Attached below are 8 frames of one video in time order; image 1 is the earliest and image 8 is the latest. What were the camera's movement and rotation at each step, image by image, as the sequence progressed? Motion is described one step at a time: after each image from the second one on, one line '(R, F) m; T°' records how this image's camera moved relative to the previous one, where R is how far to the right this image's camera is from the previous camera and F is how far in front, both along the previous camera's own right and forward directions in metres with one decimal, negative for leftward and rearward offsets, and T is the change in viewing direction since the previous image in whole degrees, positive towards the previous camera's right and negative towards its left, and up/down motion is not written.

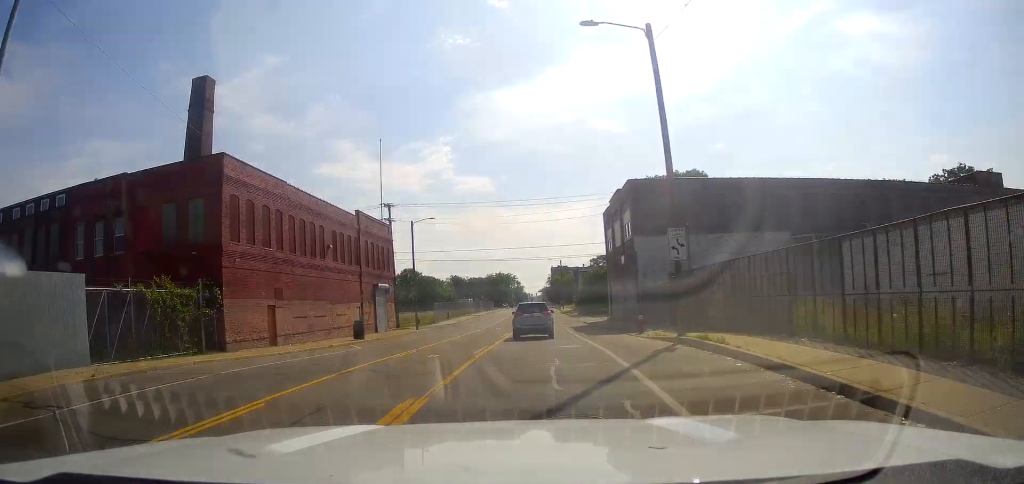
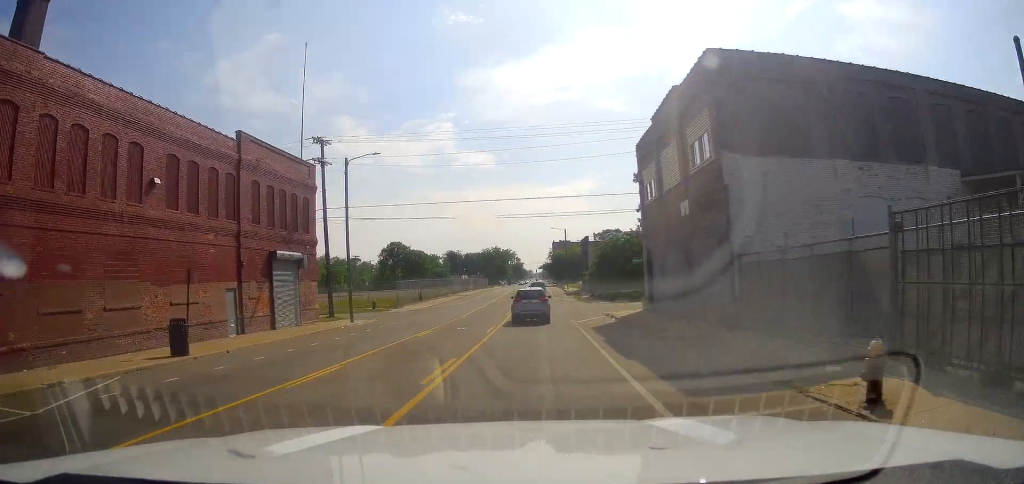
(-0.2, +20.0) m; -2°
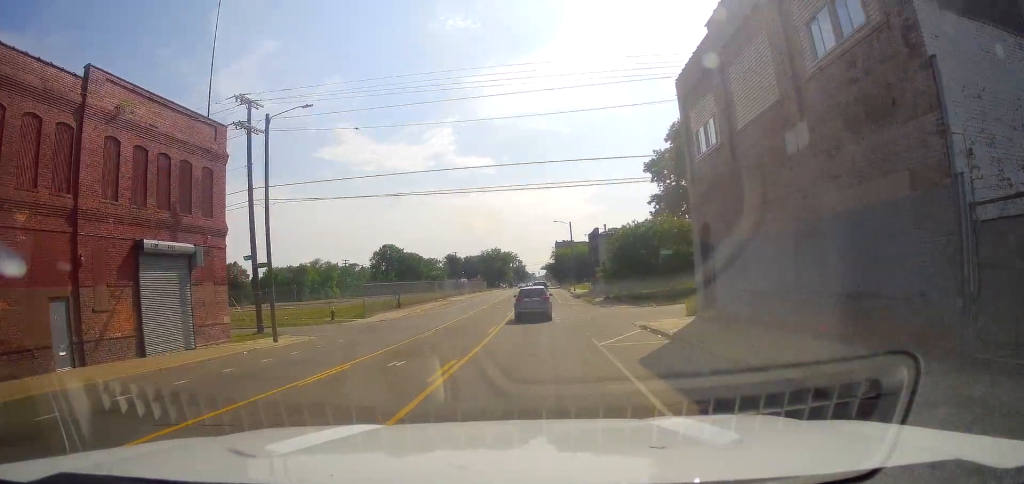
(-0.2, +11.8) m; +1°
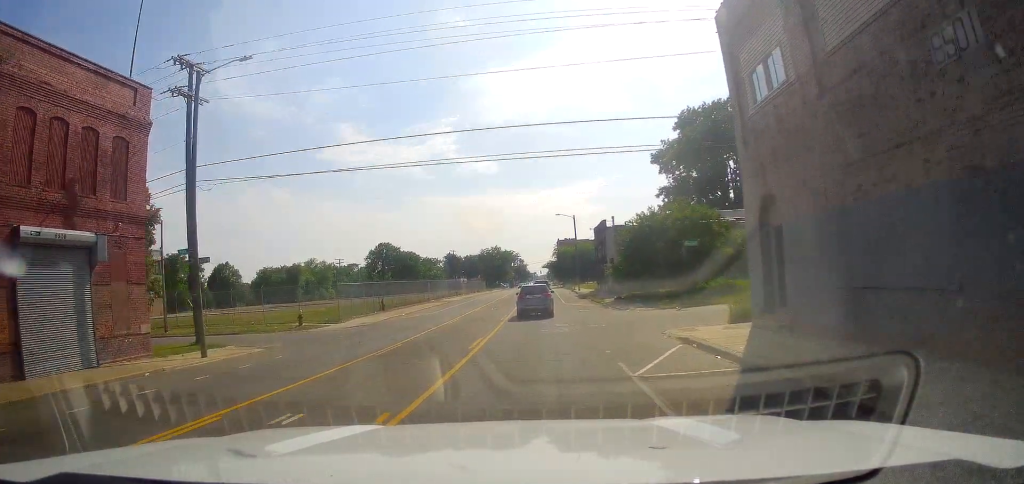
(+0.2, +6.4) m; +1°
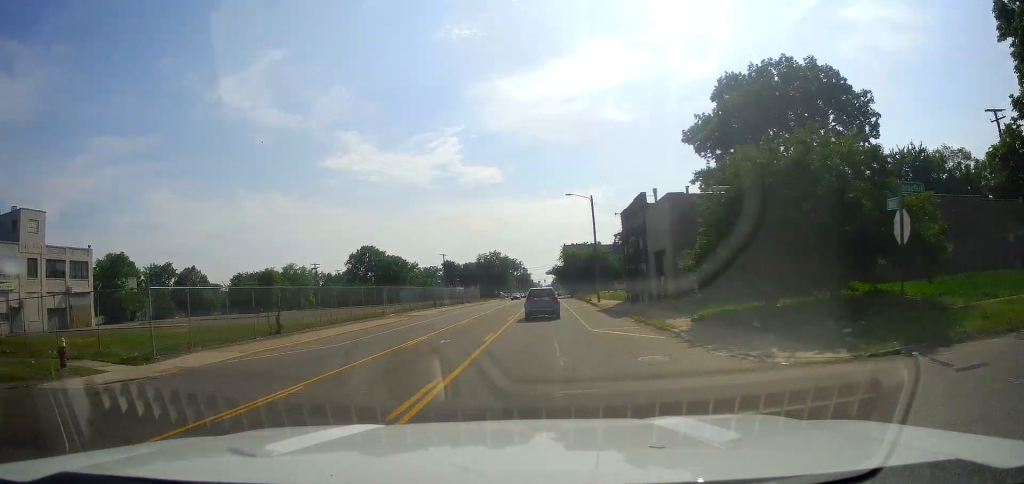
(0.0, +21.5) m; -1°
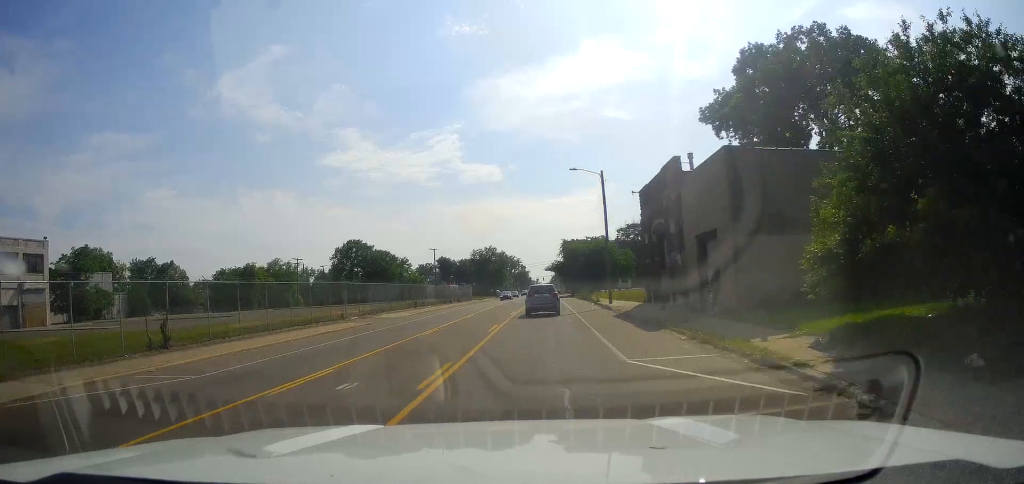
(-0.2, +10.1) m; 0°
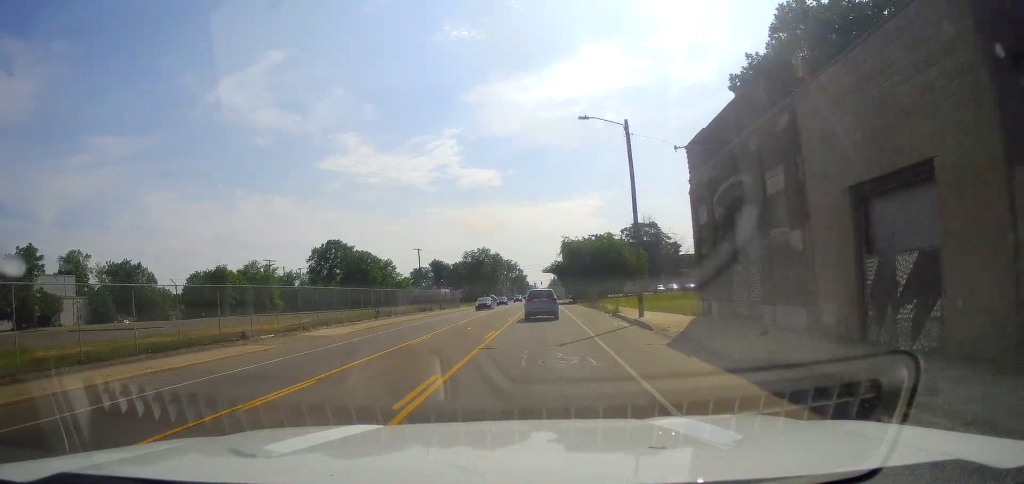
(+0.1, +13.6) m; +1°
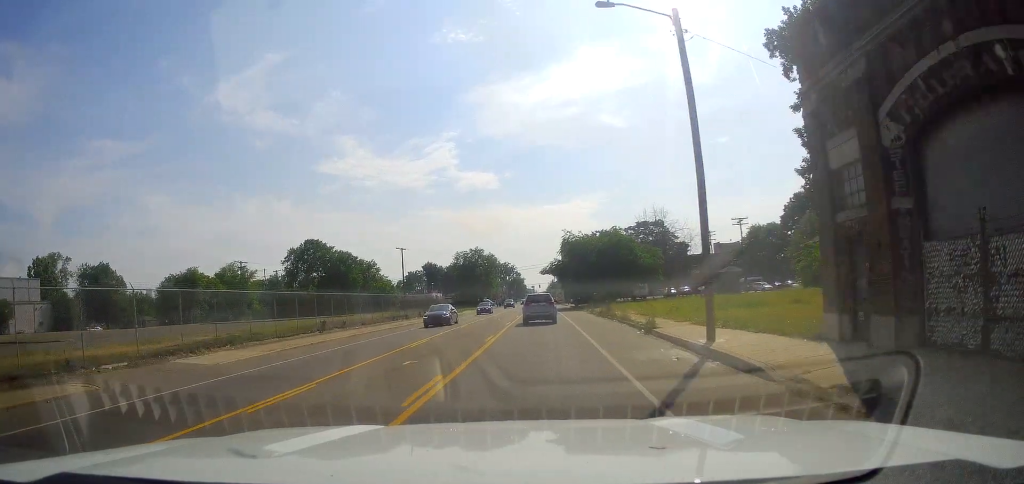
(+0.2, +11.9) m; -1°
